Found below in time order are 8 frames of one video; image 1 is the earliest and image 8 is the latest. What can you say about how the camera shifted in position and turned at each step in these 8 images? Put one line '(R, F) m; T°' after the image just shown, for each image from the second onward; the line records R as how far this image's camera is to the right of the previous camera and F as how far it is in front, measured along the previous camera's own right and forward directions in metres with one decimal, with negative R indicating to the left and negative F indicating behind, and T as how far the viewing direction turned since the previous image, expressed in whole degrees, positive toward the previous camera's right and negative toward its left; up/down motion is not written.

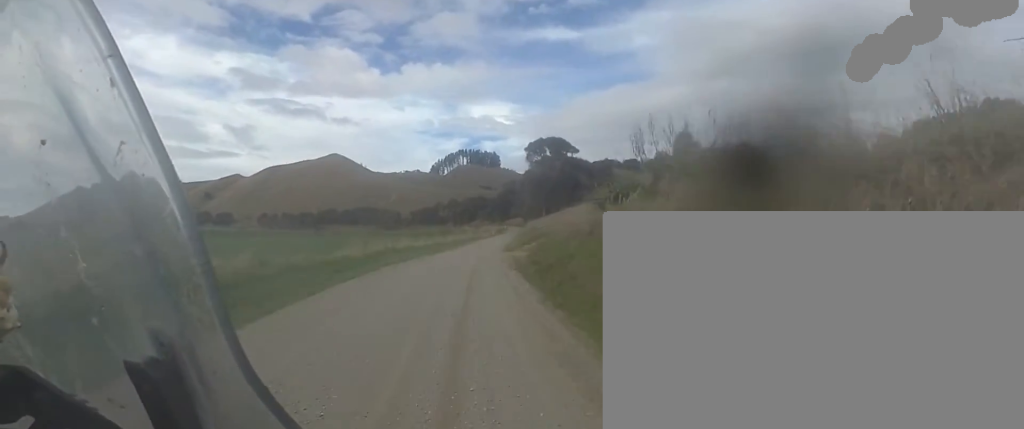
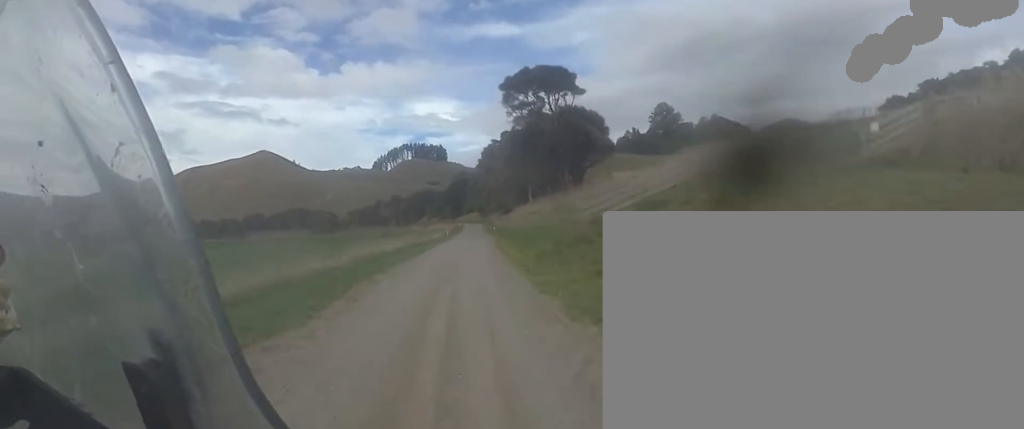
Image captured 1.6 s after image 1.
(+1.1, +30.8) m; +1°
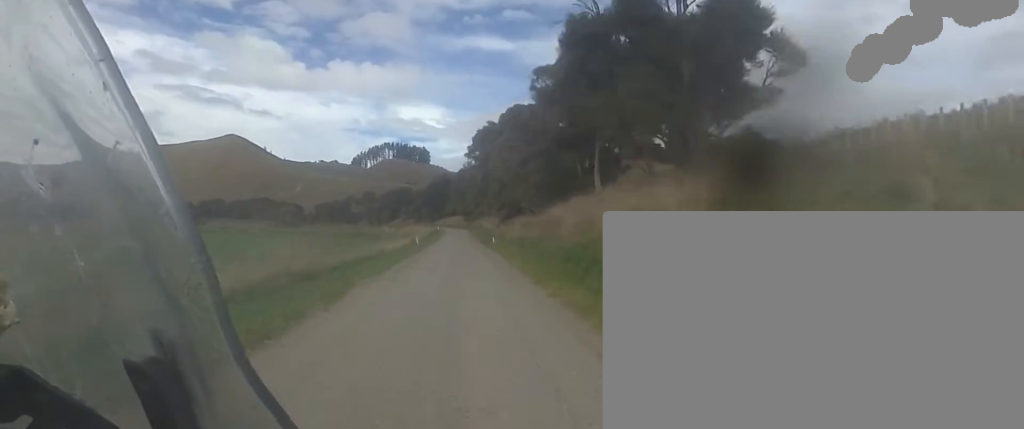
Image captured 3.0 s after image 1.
(+0.1, +26.2) m; +3°
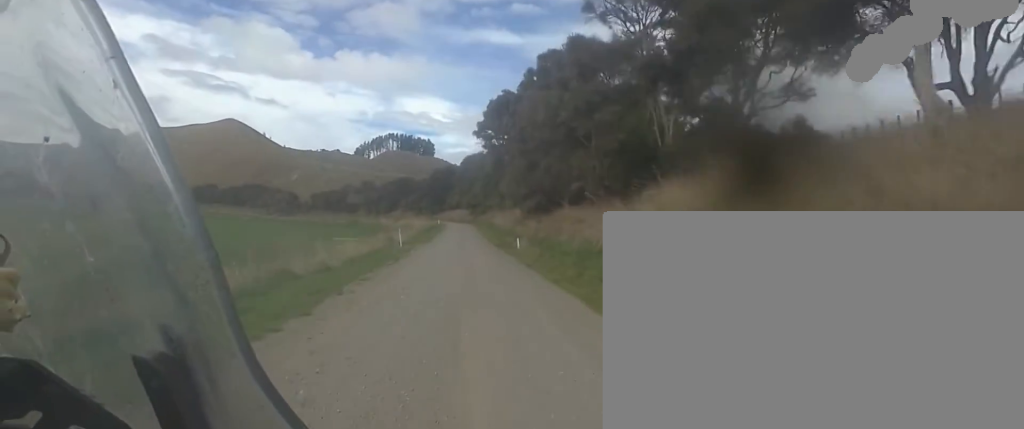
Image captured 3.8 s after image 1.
(+0.4, +15.0) m; +1°
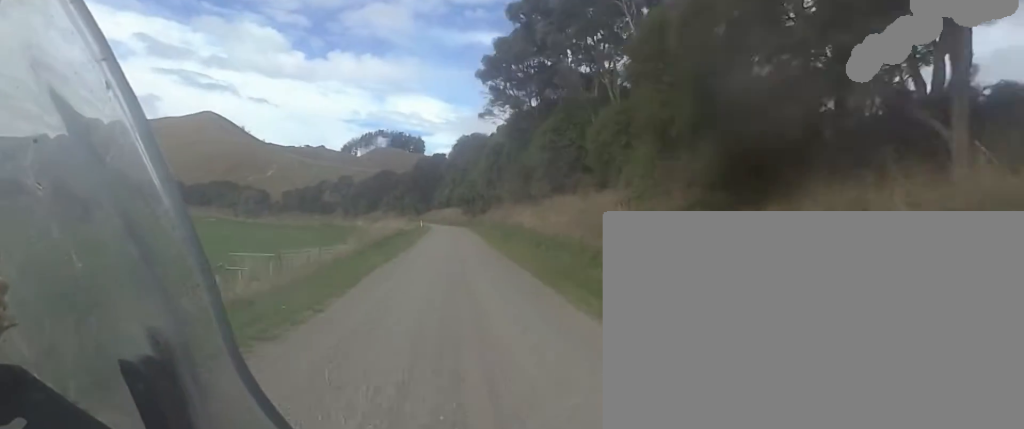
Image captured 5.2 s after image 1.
(+0.1, +25.5) m; 0°
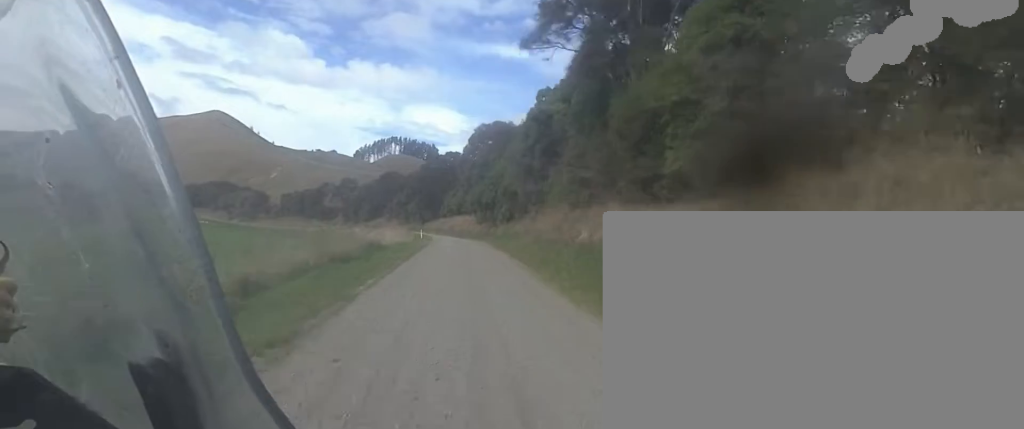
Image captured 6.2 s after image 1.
(-0.3, +18.8) m; -2°
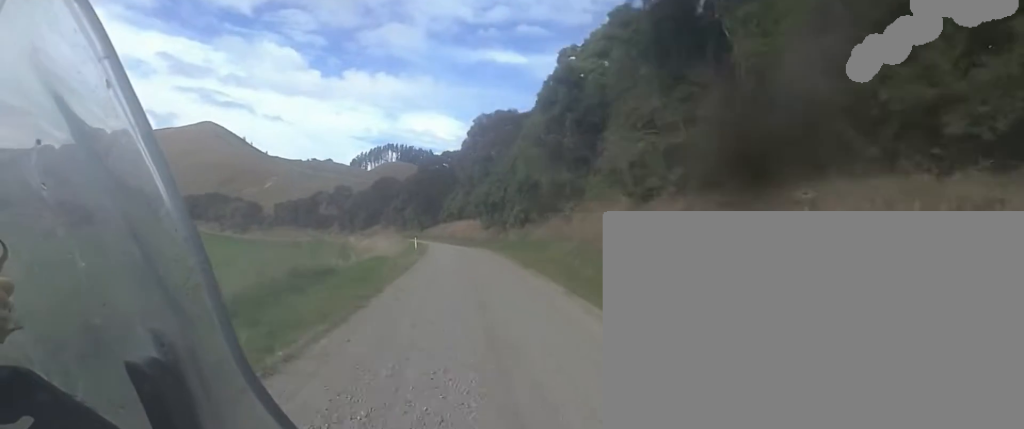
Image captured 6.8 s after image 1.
(-0.1, +9.2) m; 0°
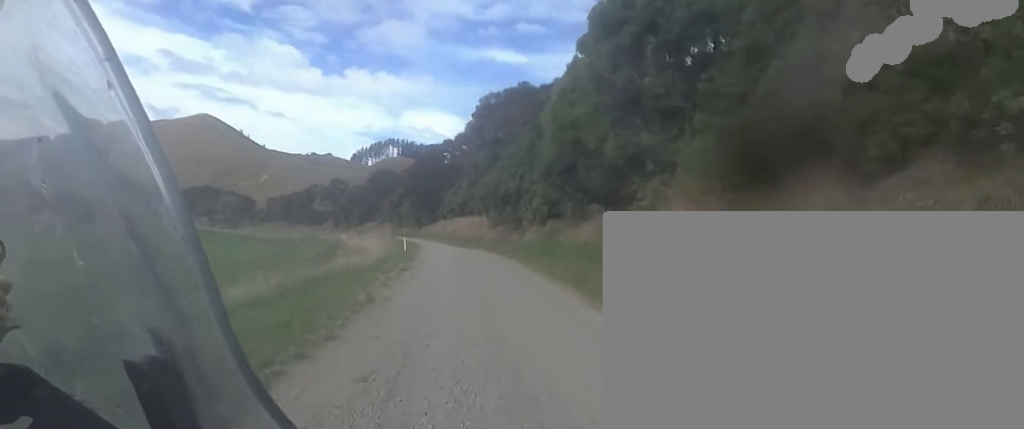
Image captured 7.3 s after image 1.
(0.0, +9.1) m; 0°
